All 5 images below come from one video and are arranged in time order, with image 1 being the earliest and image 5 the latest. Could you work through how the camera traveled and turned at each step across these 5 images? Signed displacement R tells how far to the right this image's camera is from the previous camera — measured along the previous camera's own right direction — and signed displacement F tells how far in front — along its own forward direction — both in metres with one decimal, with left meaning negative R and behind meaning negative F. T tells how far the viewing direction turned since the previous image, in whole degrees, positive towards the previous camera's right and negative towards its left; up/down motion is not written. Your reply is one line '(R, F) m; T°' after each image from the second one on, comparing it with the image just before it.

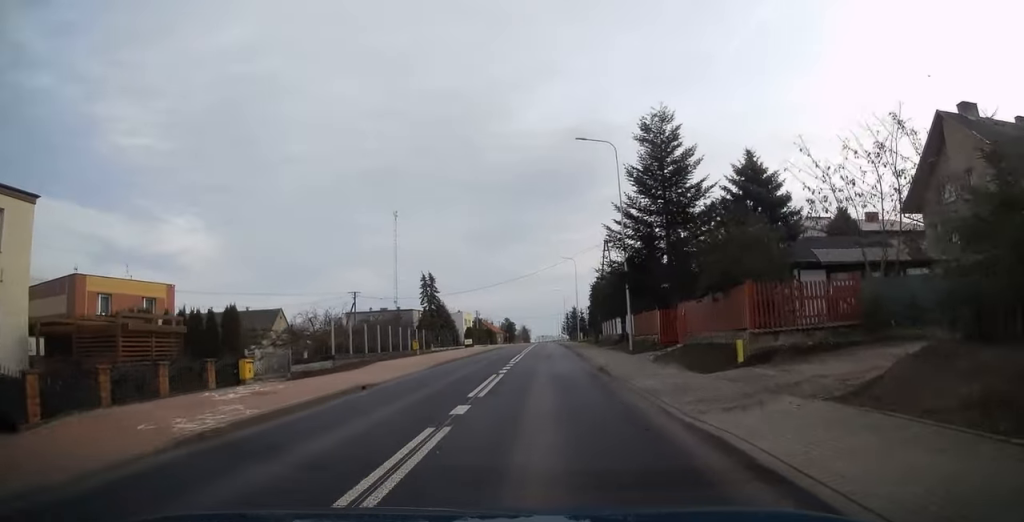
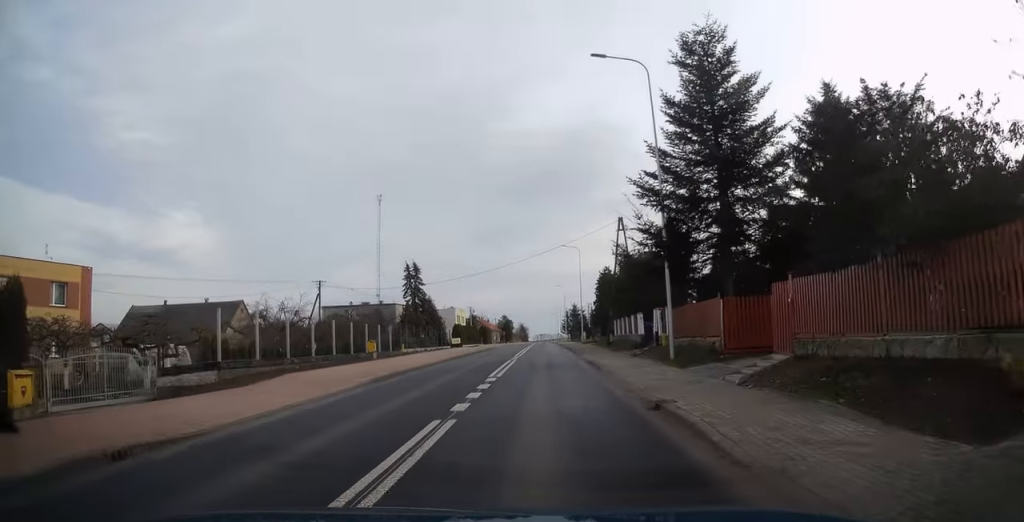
(0.0, +9.8) m; 0°
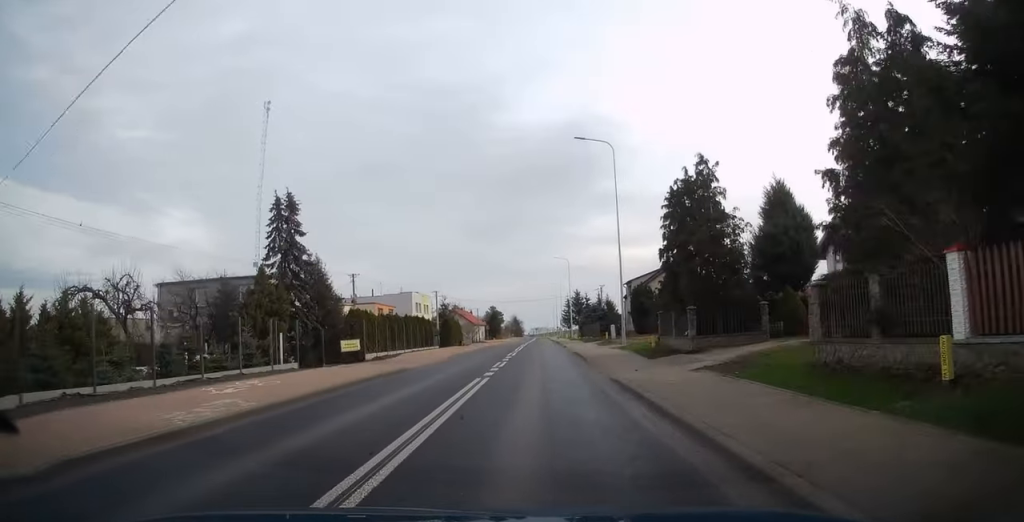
(+0.7, +38.8) m; +1°
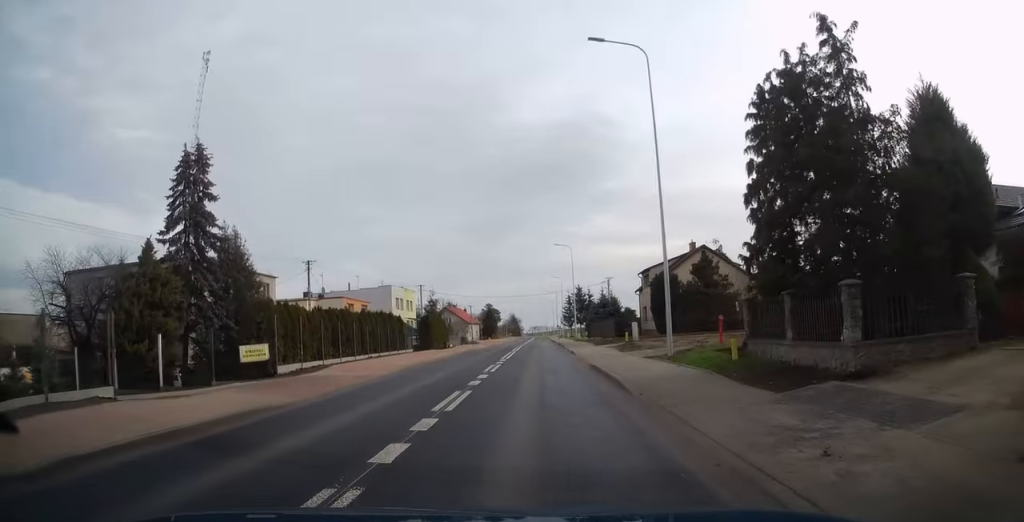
(0.0, +12.1) m; -1°
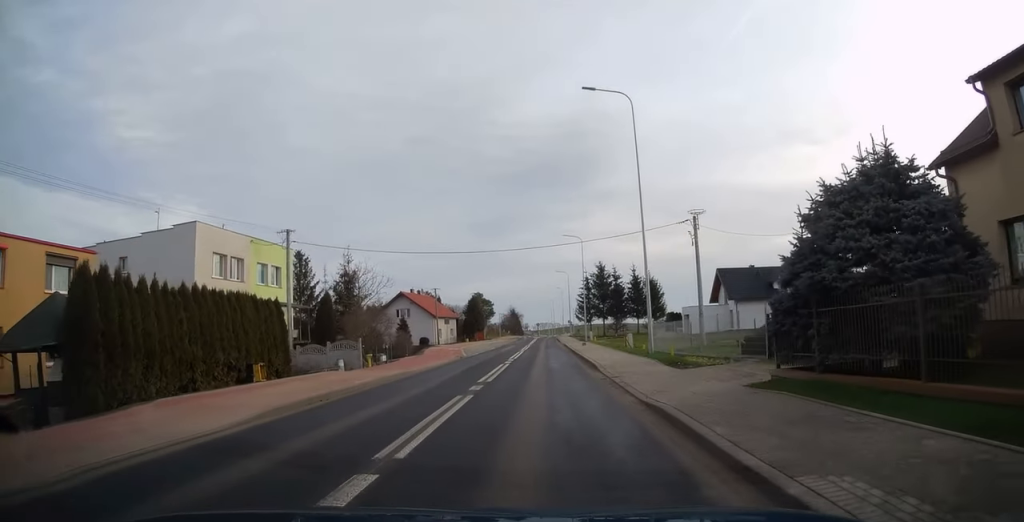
(+0.1, +47.5) m; 0°
